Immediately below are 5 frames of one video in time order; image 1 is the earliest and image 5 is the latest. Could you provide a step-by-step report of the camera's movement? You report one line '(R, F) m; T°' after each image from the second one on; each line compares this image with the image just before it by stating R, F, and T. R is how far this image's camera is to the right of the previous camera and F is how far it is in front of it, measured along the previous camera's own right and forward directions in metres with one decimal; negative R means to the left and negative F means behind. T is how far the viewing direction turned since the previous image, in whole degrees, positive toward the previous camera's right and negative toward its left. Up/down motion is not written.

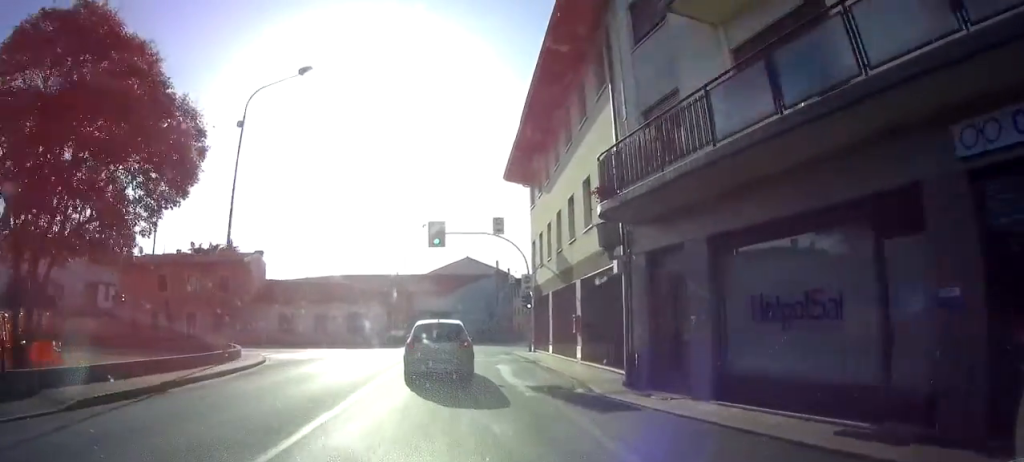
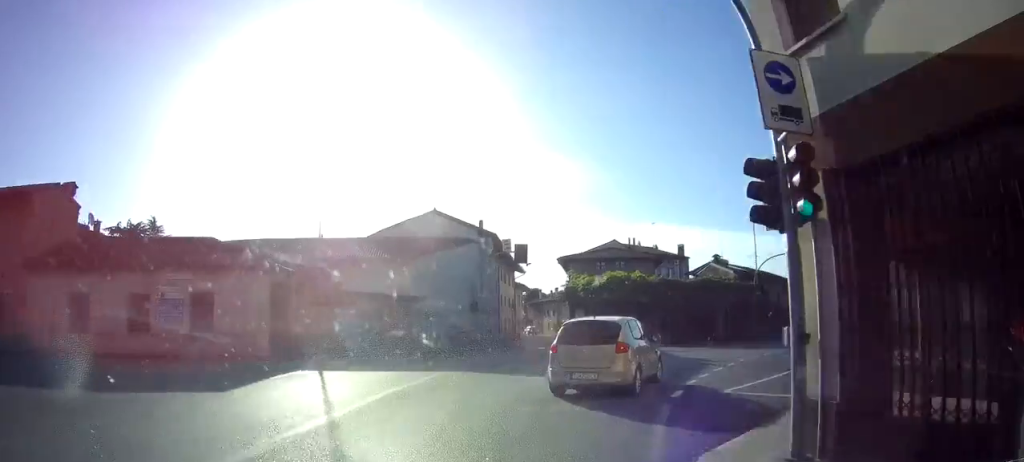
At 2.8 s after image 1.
(+0.3, +23.0) m; +7°
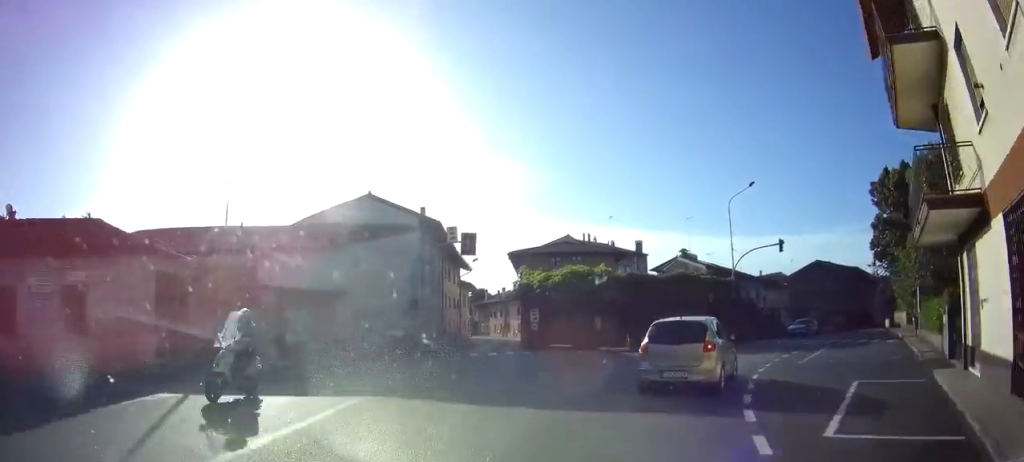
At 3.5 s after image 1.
(+0.7, +5.4) m; +1°
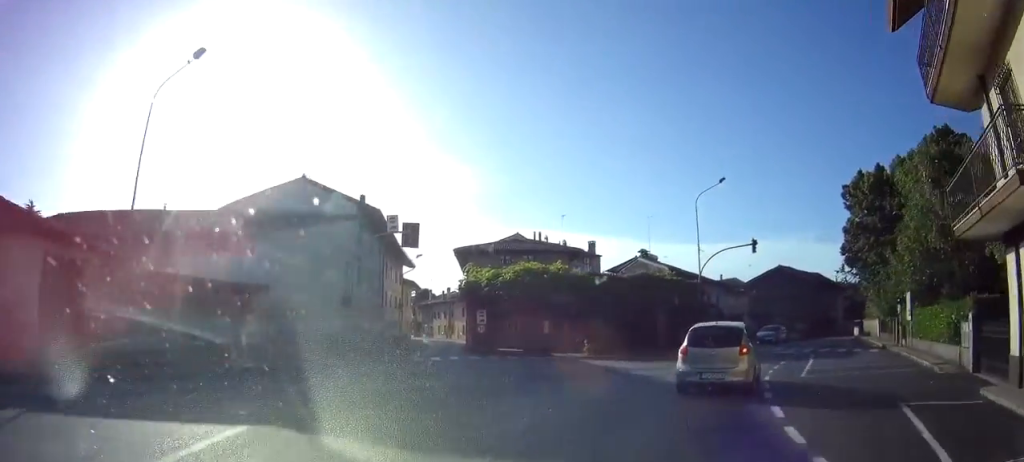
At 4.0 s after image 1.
(-0.2, +3.2) m; +5°
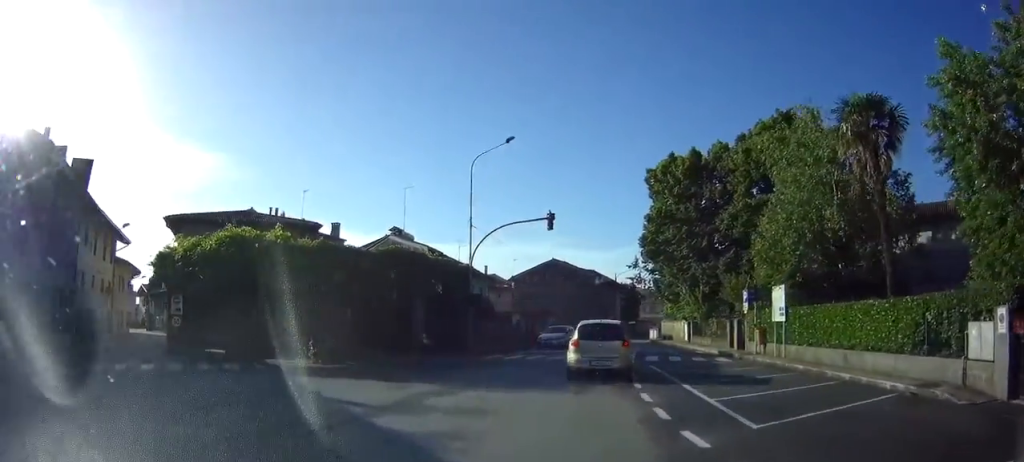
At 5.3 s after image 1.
(+1.2, +8.0) m; +23°
